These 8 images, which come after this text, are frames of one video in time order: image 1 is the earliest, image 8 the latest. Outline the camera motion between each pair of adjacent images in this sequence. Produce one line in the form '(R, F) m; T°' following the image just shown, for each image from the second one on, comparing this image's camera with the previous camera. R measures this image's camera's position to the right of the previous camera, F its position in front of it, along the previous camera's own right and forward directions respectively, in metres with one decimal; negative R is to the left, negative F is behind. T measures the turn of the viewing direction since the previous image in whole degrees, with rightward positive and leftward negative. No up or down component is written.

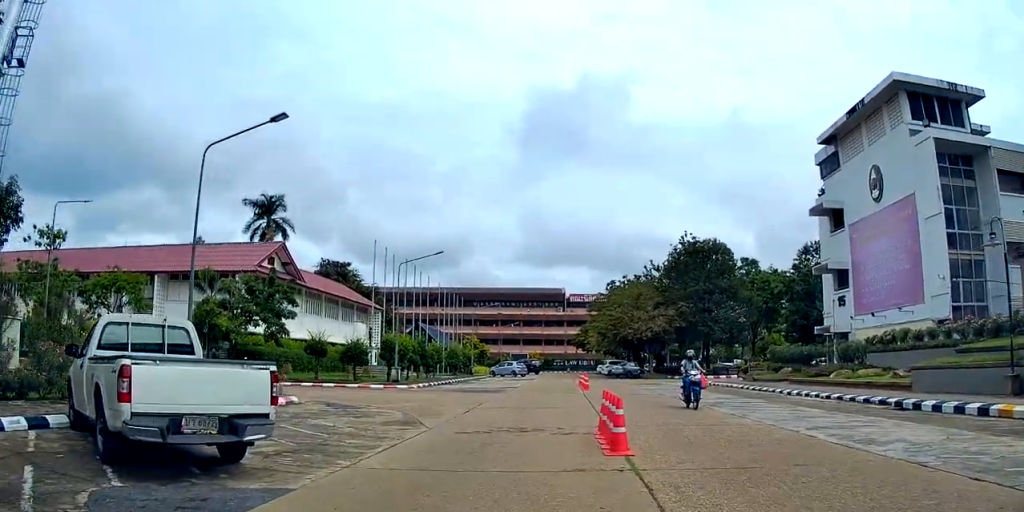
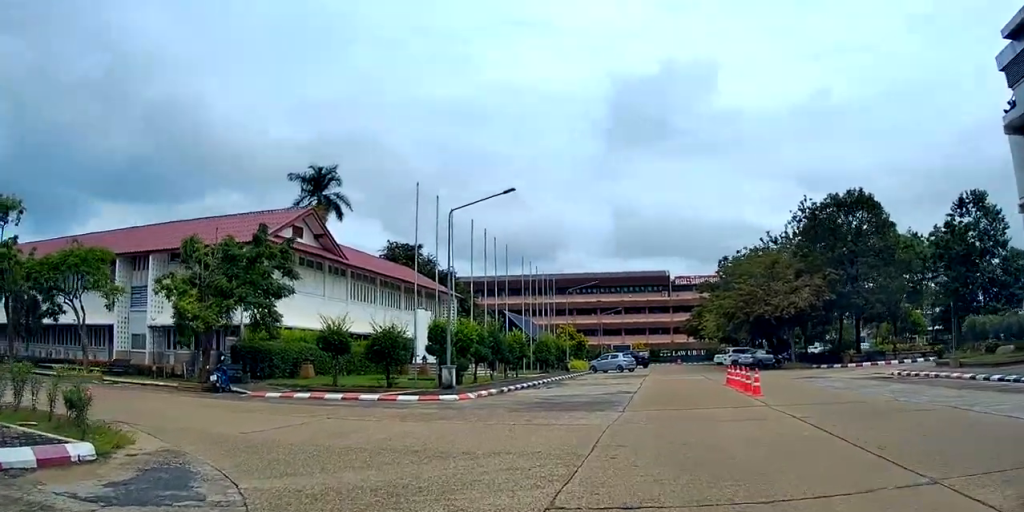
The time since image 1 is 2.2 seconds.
(-2.4, +11.9) m; -27°
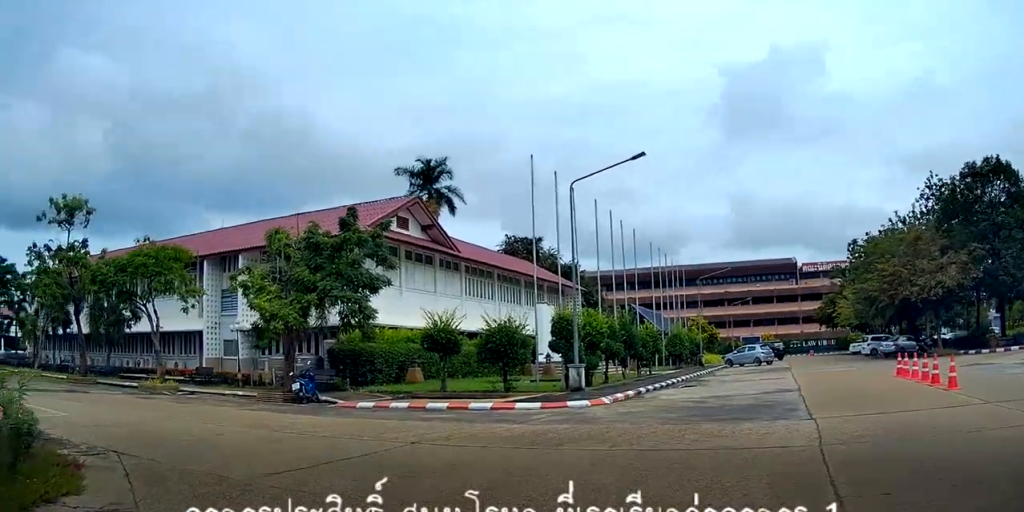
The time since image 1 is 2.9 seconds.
(-0.4, +3.9) m; -8°
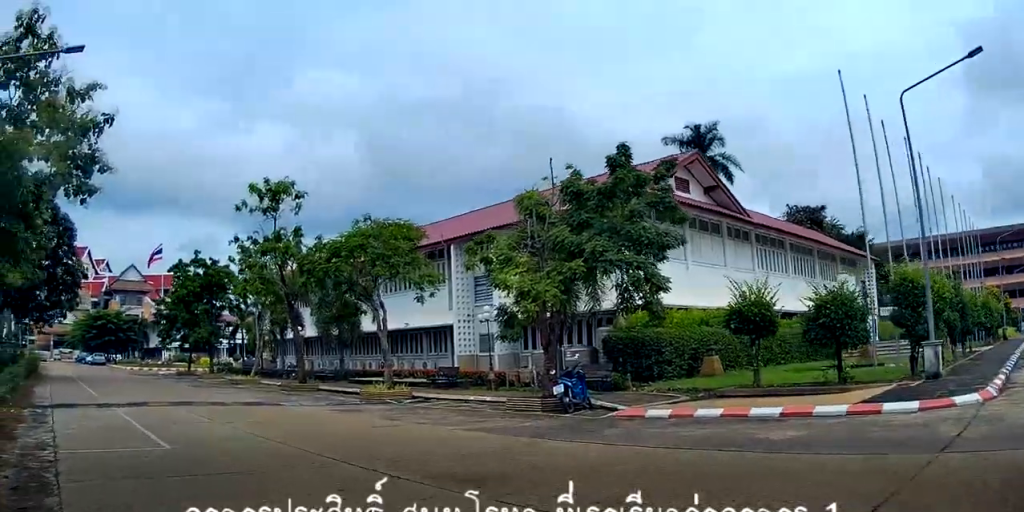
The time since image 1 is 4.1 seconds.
(-0.6, +5.7) m; -18°
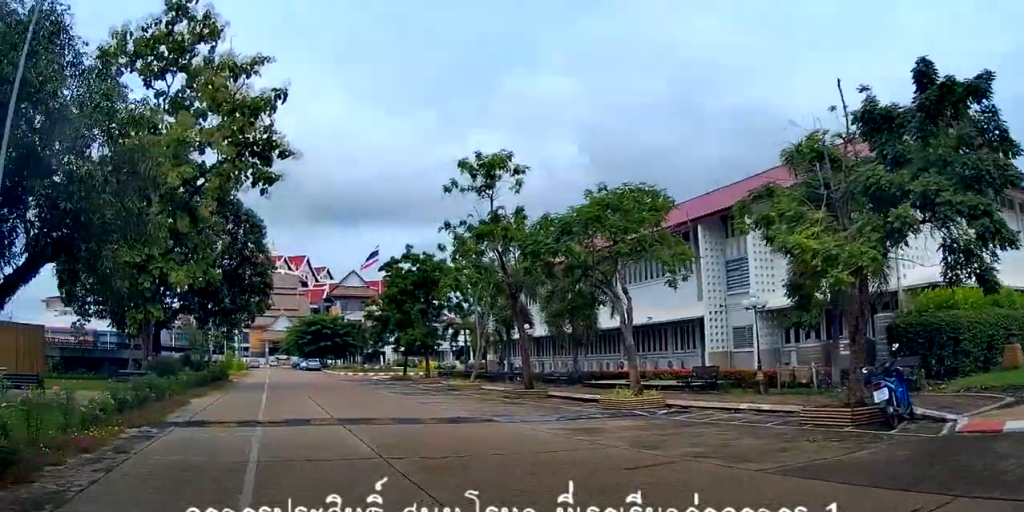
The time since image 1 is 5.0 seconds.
(-0.6, +4.1) m; -17°
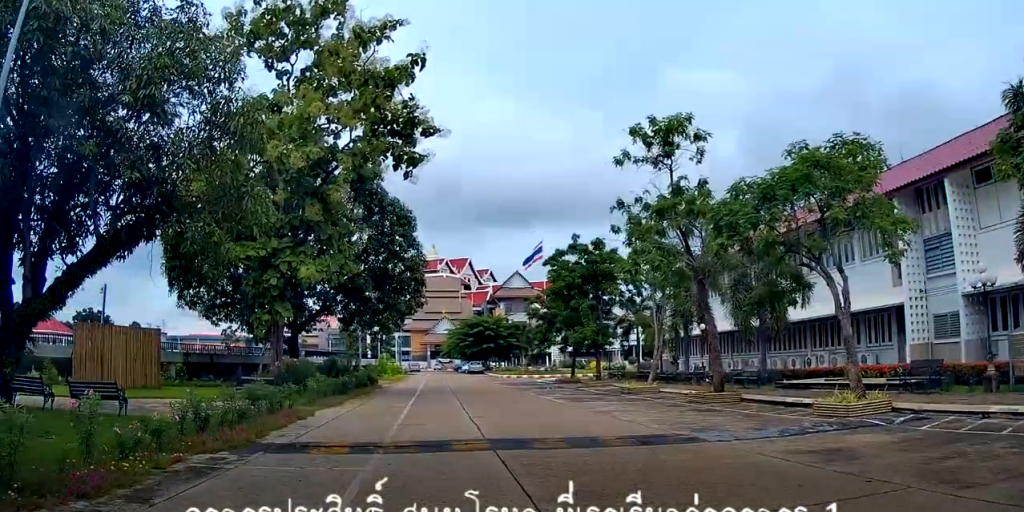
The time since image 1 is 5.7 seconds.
(-0.3, +3.1) m; -12°
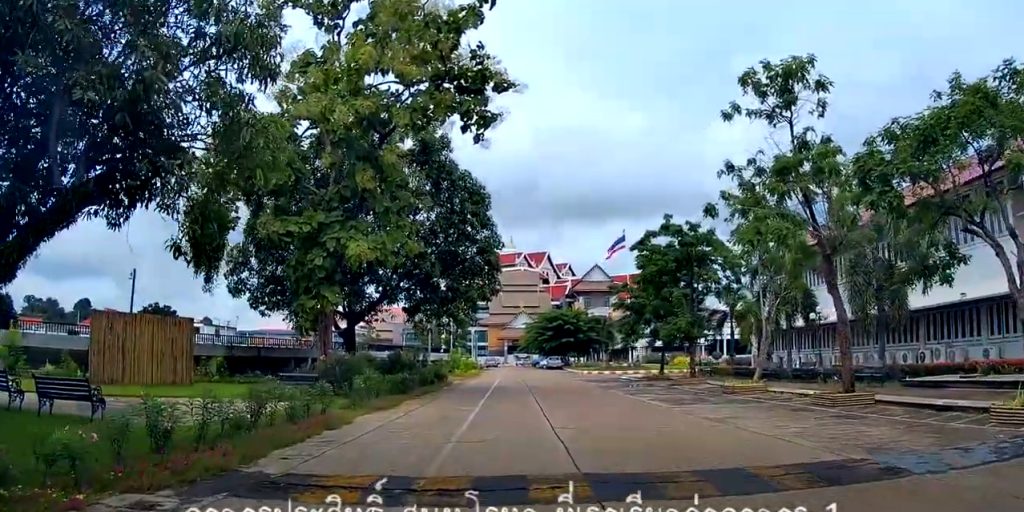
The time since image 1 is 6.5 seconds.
(-0.4, +3.2) m; -7°
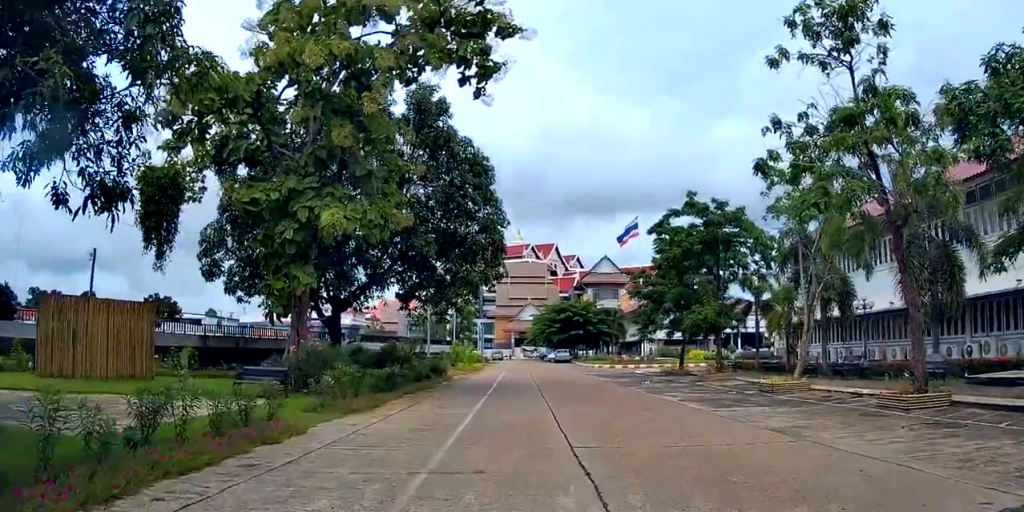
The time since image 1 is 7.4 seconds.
(-0.1, +2.7) m; -1°
